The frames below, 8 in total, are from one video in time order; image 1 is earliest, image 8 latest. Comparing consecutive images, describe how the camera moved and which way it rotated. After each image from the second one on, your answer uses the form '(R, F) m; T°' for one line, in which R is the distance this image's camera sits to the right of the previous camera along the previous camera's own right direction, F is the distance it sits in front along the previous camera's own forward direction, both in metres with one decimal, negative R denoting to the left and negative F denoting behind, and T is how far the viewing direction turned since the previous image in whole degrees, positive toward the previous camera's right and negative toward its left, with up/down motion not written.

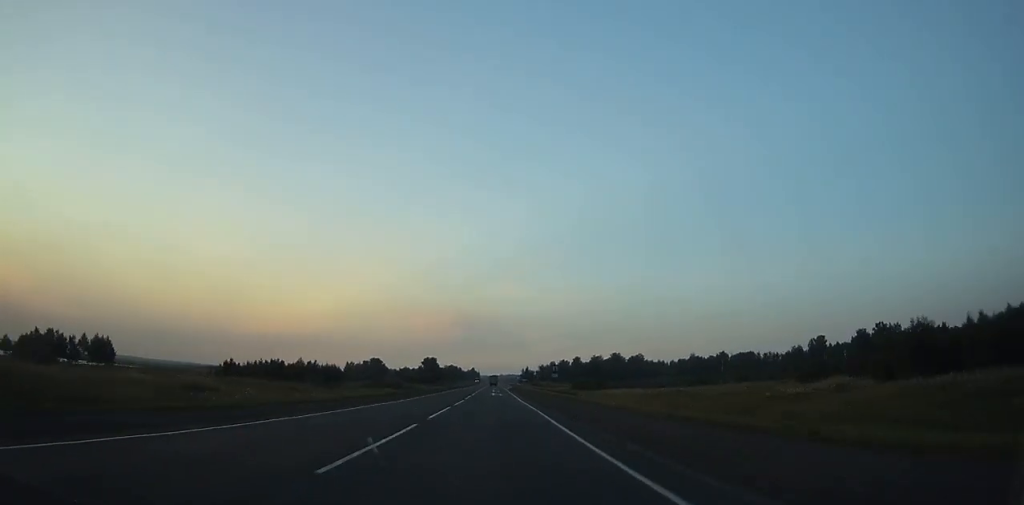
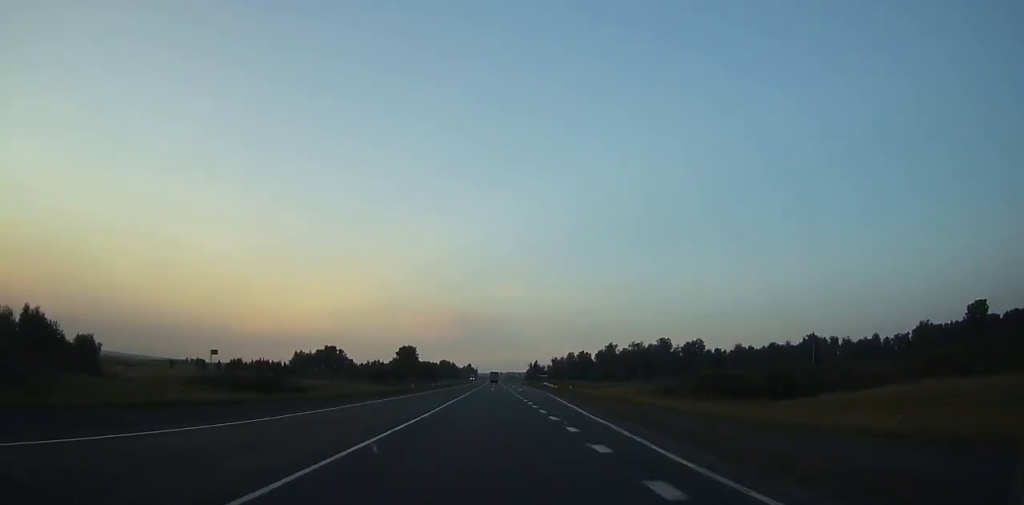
(+0.5, +120.9) m; 0°
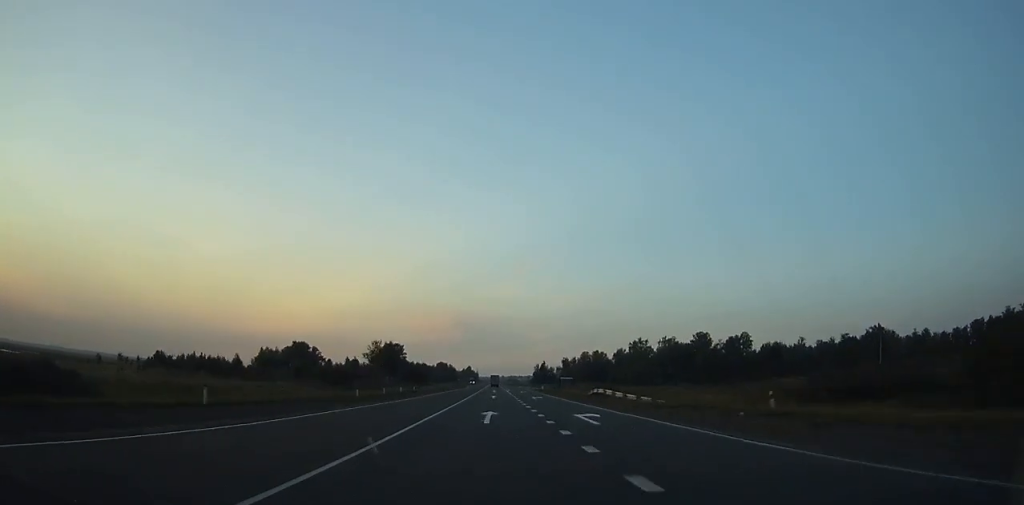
(-0.1, +55.3) m; 0°
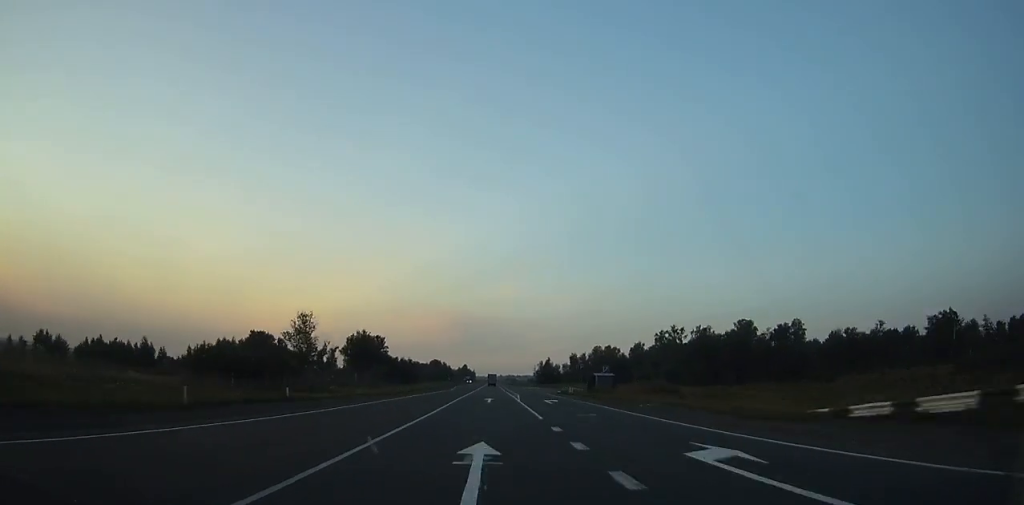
(-0.1, +46.9) m; 0°
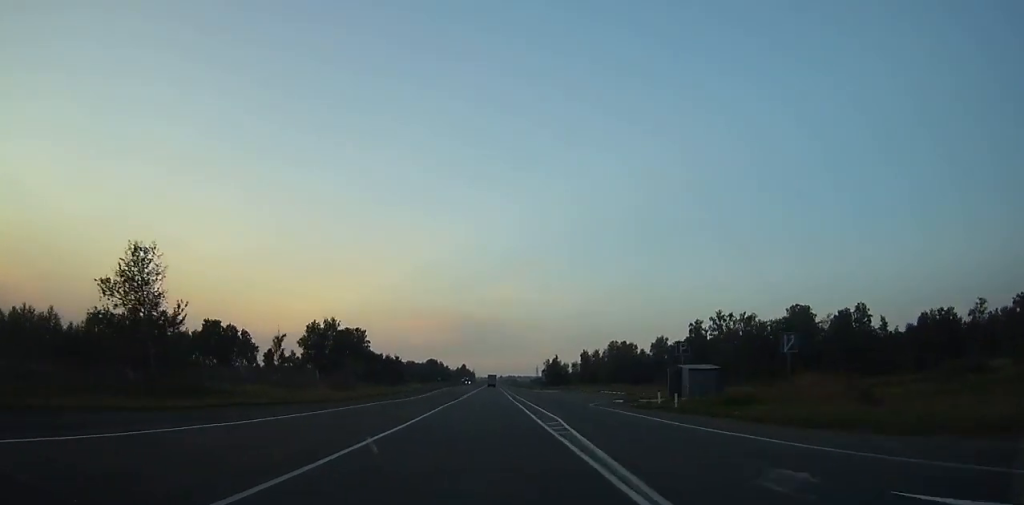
(-0.1, +38.2) m; 0°
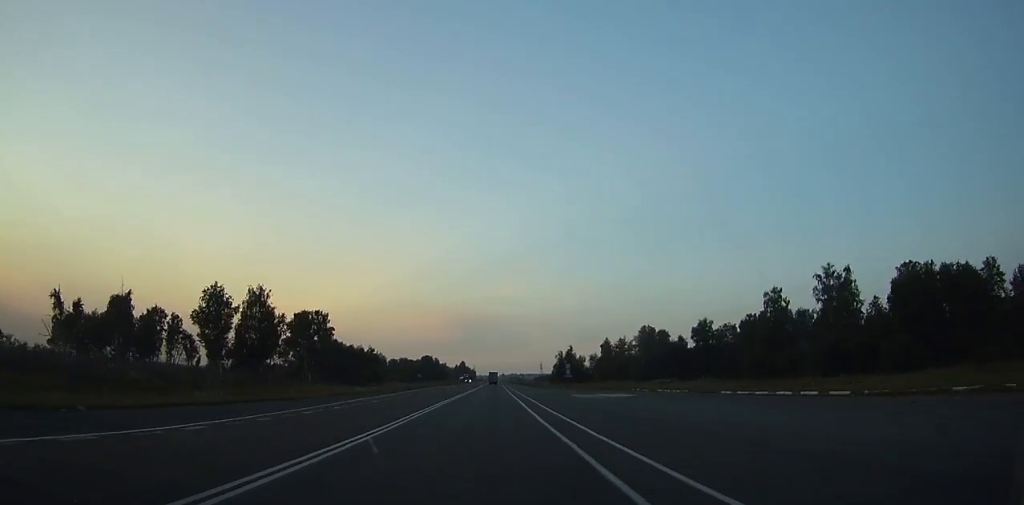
(-0.1, +49.4) m; 0°
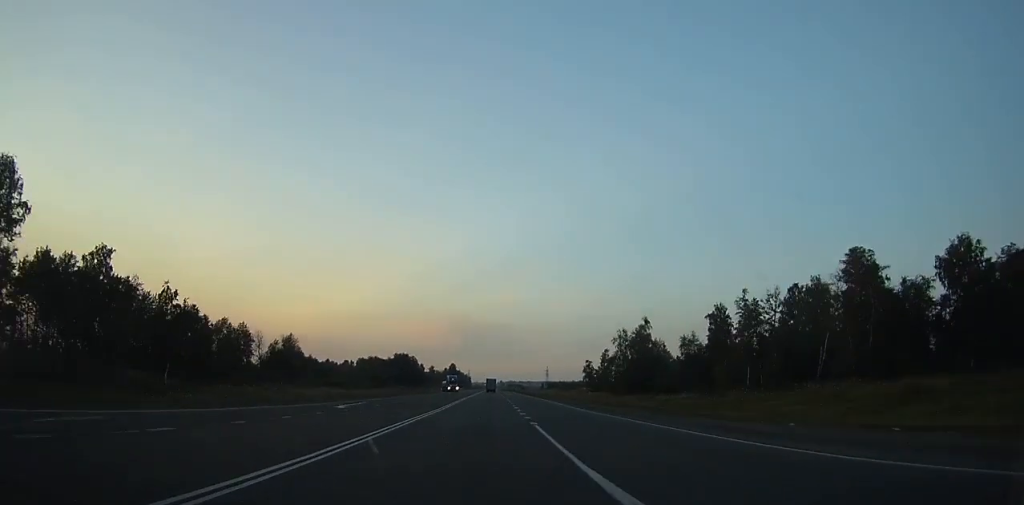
(+0.1, +114.0) m; 0°
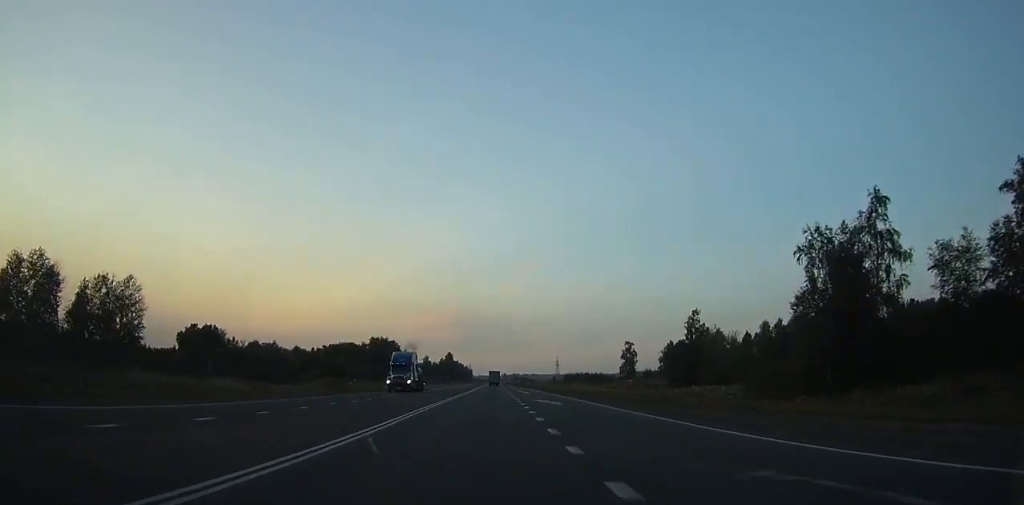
(-0.1, +68.1) m; 0°
